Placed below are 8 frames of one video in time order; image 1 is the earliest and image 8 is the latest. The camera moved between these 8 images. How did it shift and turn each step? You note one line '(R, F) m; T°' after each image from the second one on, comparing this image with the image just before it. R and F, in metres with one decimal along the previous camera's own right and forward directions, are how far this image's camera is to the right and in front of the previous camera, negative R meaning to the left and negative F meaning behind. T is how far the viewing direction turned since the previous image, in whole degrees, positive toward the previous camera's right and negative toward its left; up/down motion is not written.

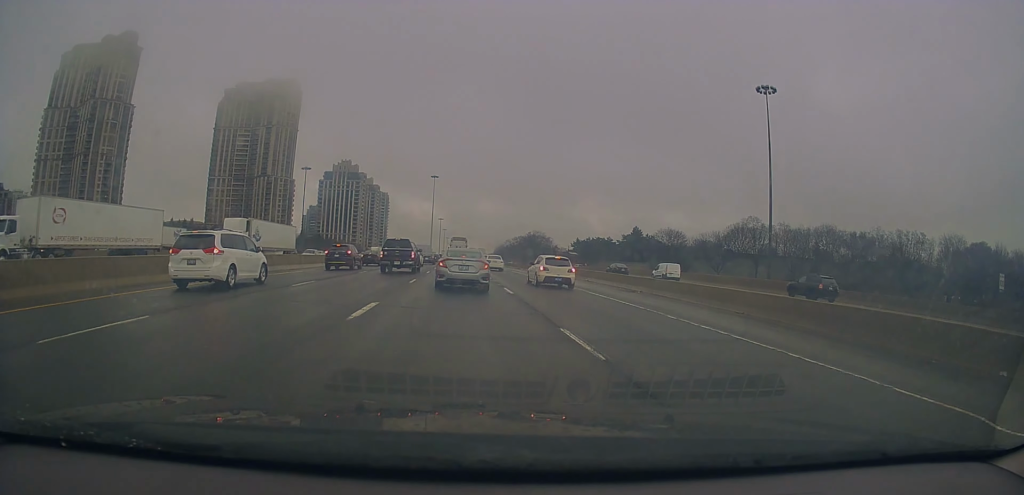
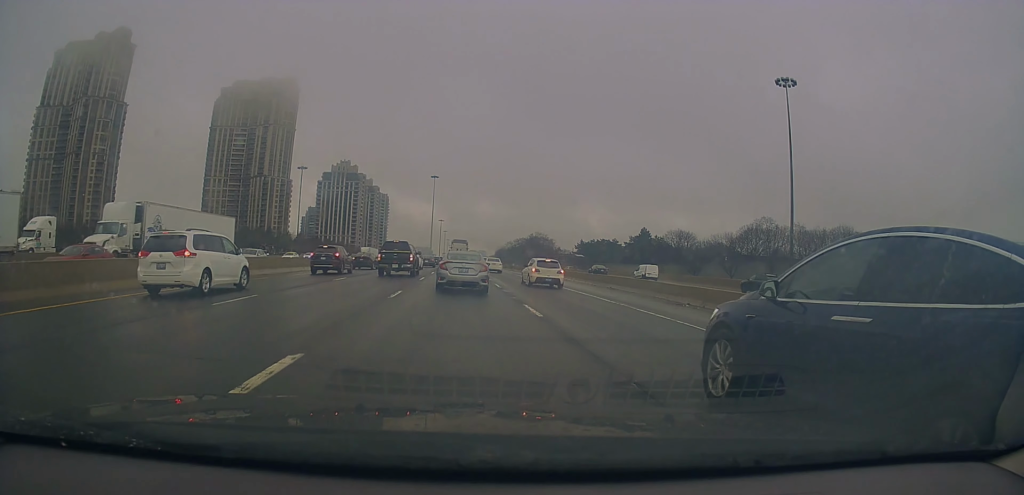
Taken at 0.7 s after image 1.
(-0.5, +6.8) m; 0°
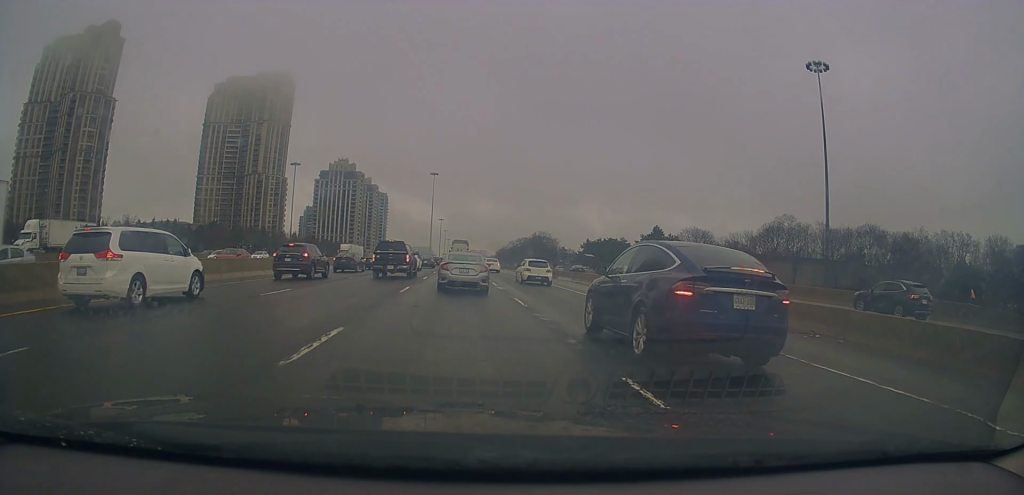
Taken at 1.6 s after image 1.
(+0.1, +9.6) m; +1°
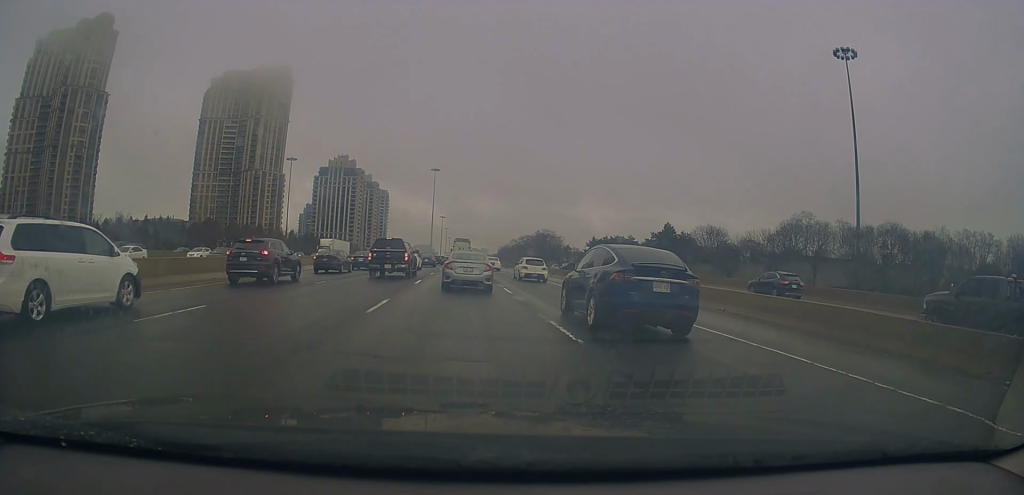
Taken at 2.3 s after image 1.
(+0.3, +6.9) m; 0°
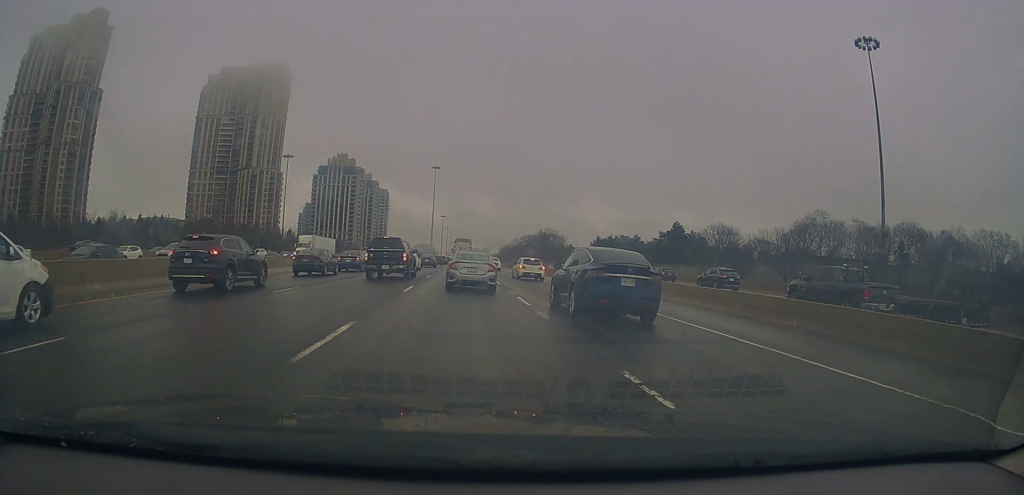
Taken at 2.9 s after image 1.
(-0.4, +5.3) m; -2°
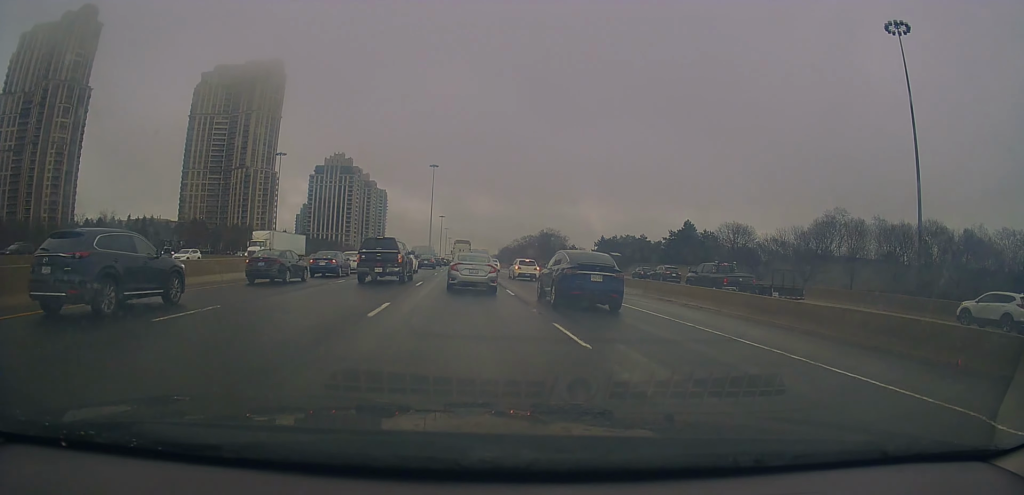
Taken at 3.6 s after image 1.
(0.0, +7.0) m; +1°
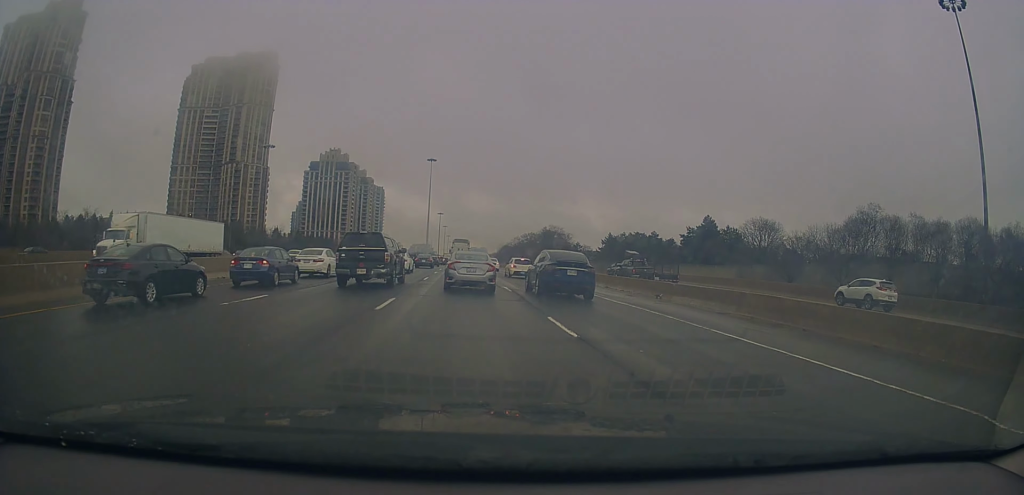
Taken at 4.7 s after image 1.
(+0.3, +10.7) m; +2°
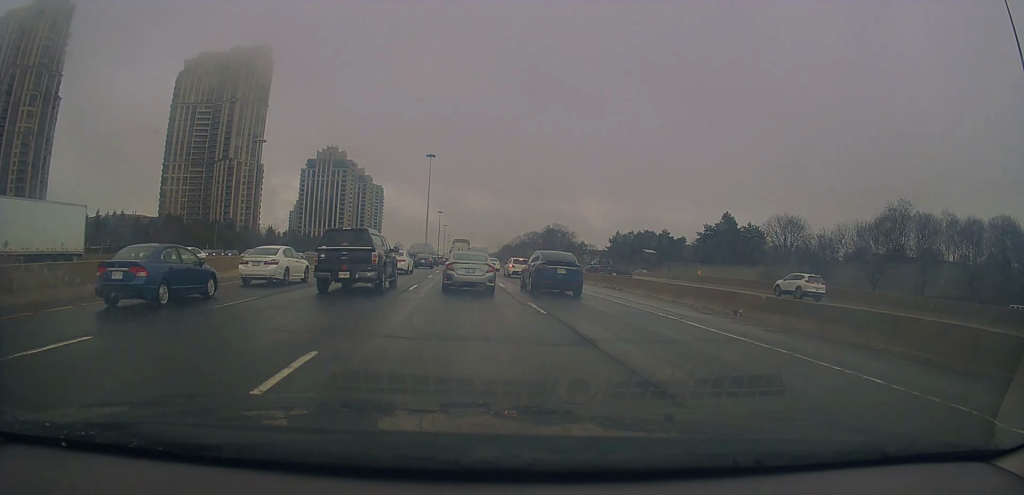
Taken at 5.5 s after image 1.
(+0.1, +8.2) m; +1°
